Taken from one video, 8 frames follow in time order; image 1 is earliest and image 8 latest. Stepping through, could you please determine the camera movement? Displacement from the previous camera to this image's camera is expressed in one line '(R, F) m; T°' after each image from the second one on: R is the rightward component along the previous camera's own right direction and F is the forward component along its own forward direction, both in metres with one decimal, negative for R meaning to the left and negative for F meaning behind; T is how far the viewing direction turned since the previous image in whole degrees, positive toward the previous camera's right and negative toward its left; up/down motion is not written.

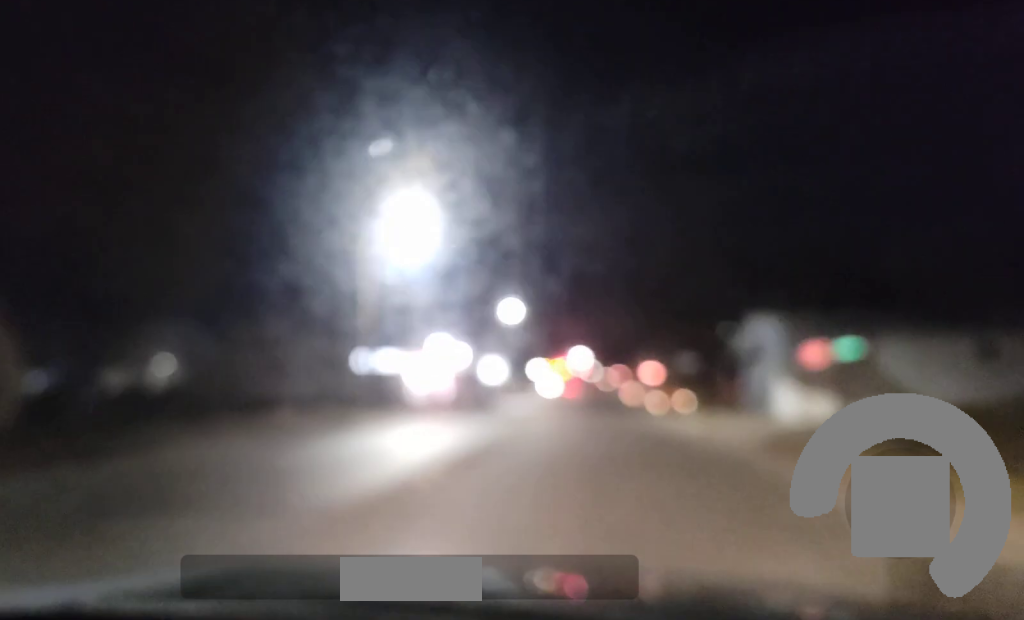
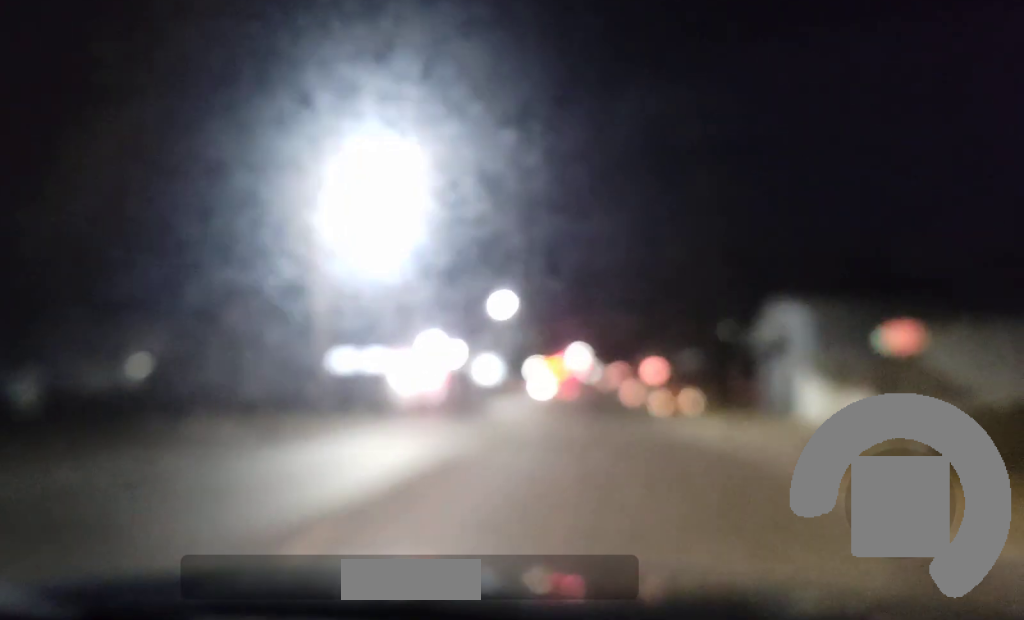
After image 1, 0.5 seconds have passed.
(-0.1, +6.3) m; -2°
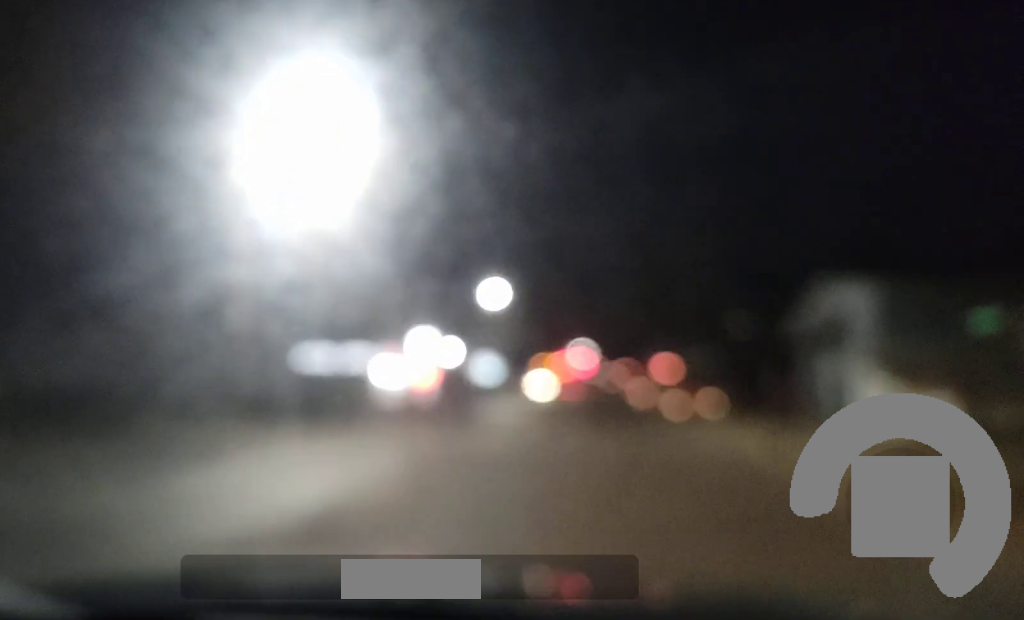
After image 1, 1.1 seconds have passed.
(-0.2, +8.5) m; -1°
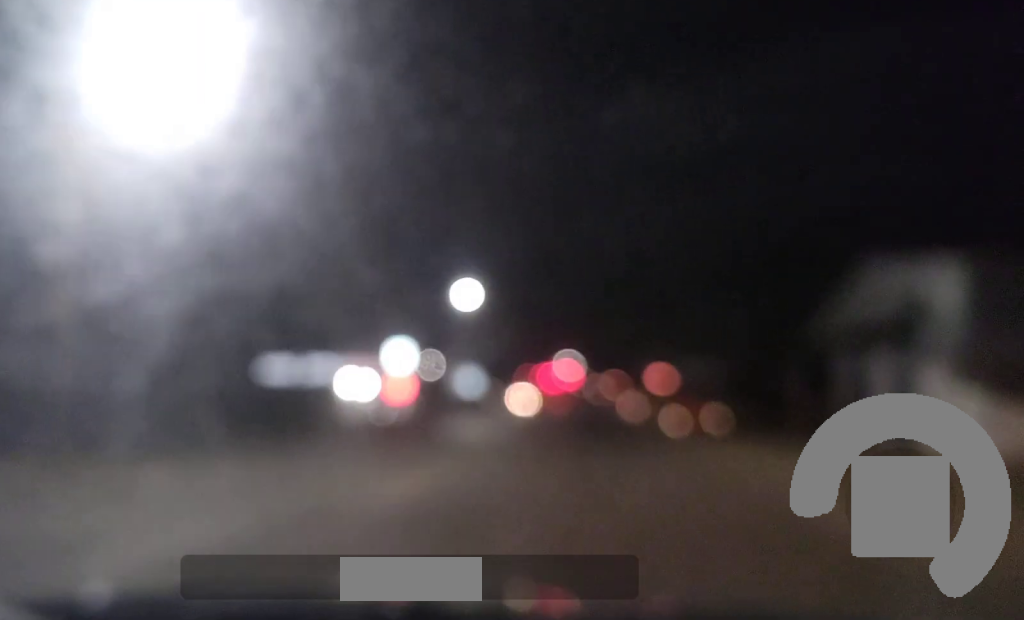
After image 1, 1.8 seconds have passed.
(-0.2, +9.2) m; 0°
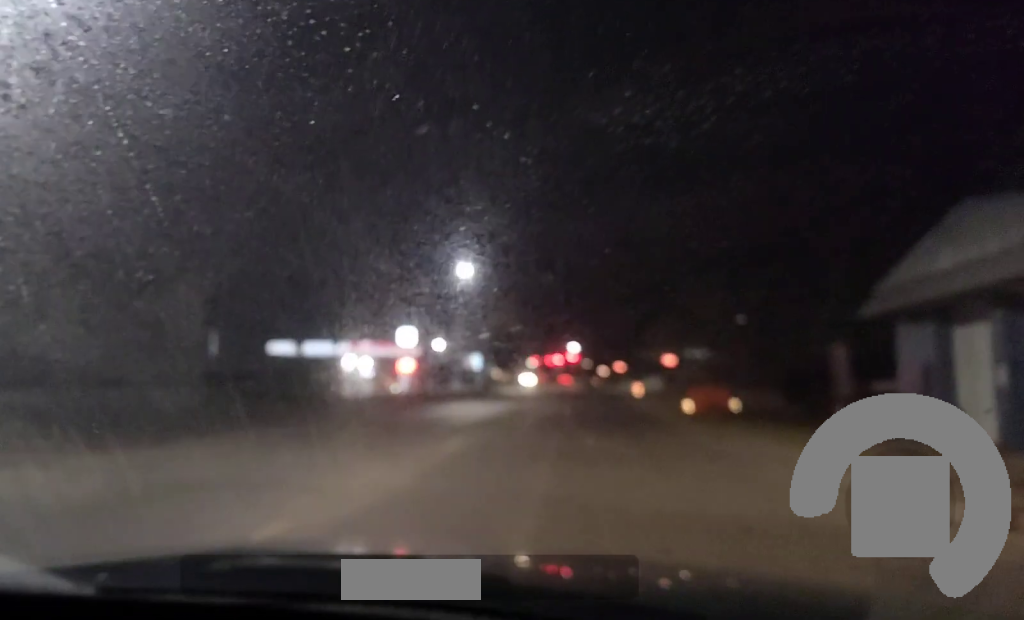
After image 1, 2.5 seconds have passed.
(+0.1, +8.5) m; +1°
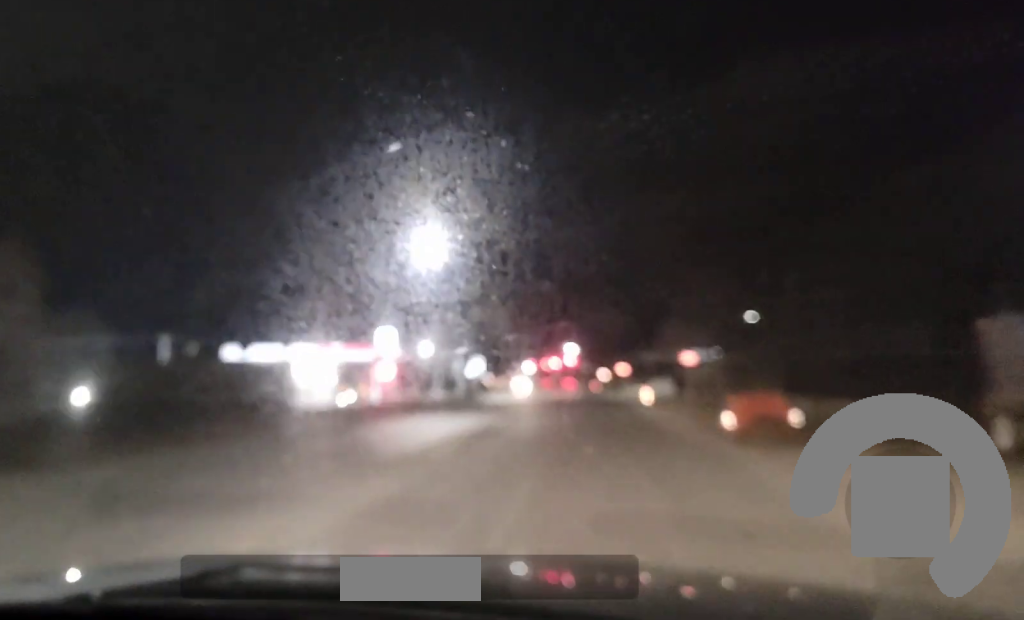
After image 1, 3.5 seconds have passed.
(+0.2, +13.4) m; 0°
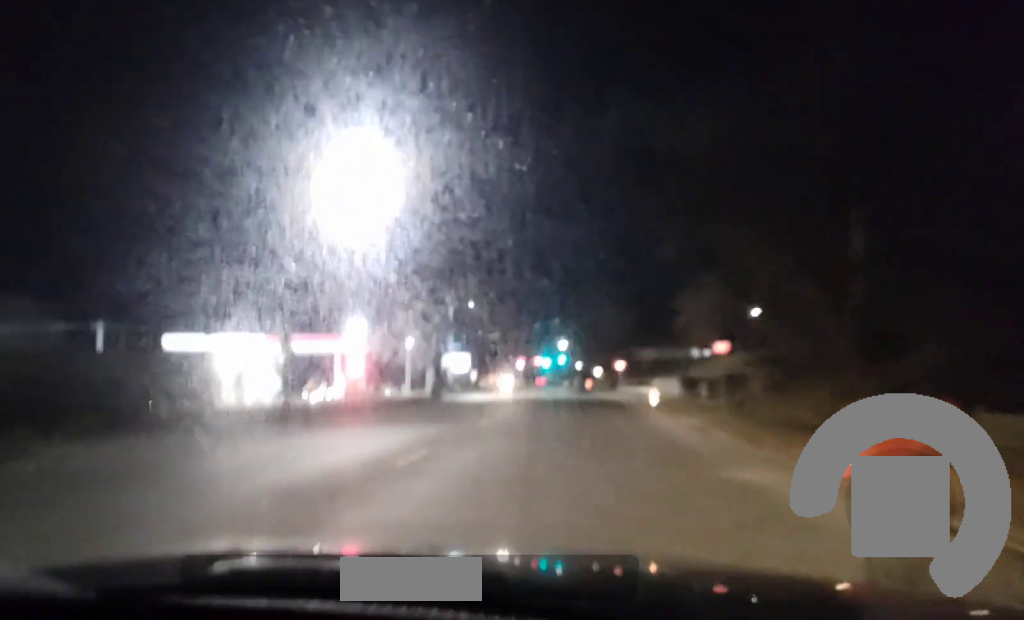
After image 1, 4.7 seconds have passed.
(-0.3, +14.7) m; -2°
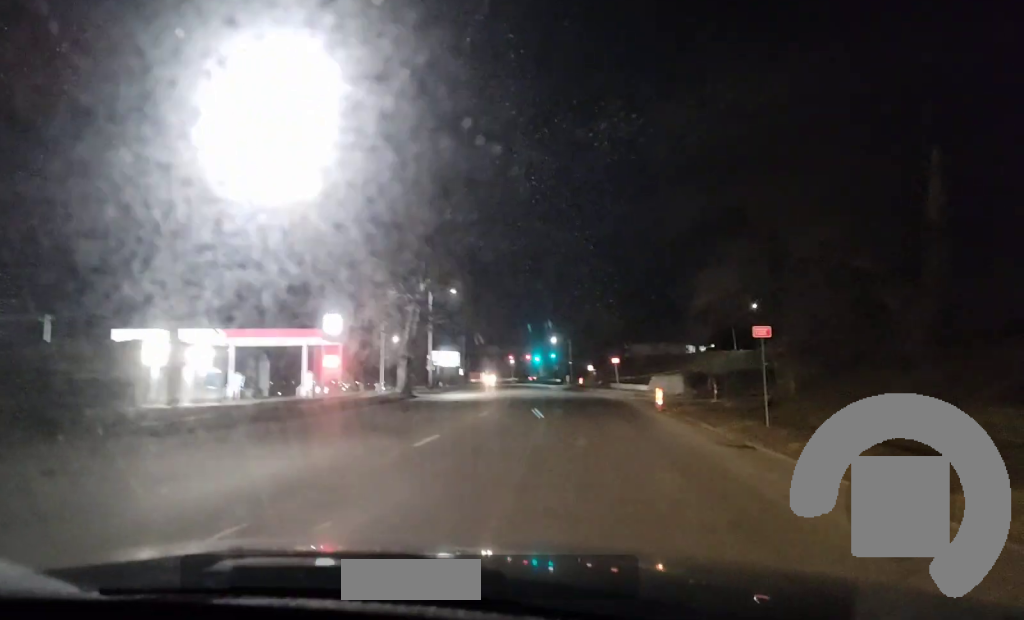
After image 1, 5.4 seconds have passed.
(0.0, +9.8) m; +1°
